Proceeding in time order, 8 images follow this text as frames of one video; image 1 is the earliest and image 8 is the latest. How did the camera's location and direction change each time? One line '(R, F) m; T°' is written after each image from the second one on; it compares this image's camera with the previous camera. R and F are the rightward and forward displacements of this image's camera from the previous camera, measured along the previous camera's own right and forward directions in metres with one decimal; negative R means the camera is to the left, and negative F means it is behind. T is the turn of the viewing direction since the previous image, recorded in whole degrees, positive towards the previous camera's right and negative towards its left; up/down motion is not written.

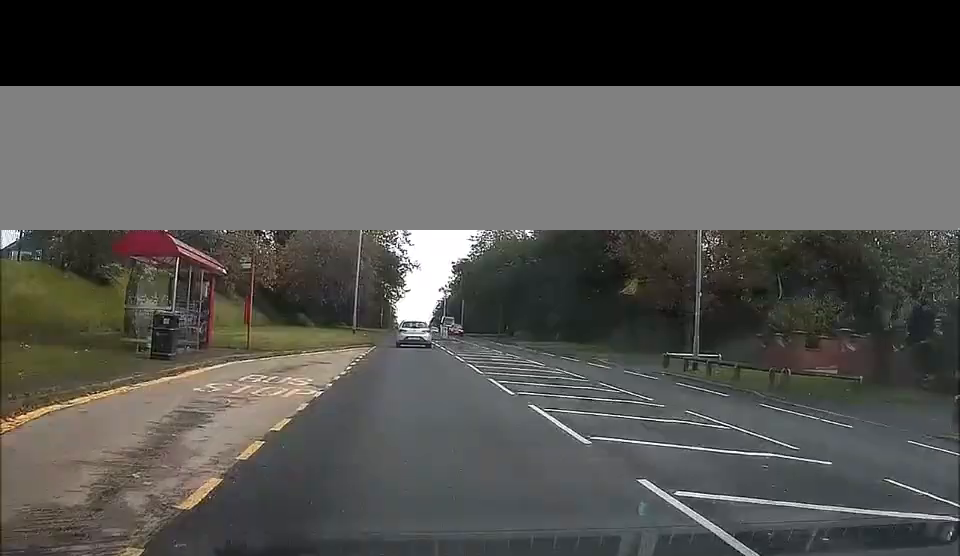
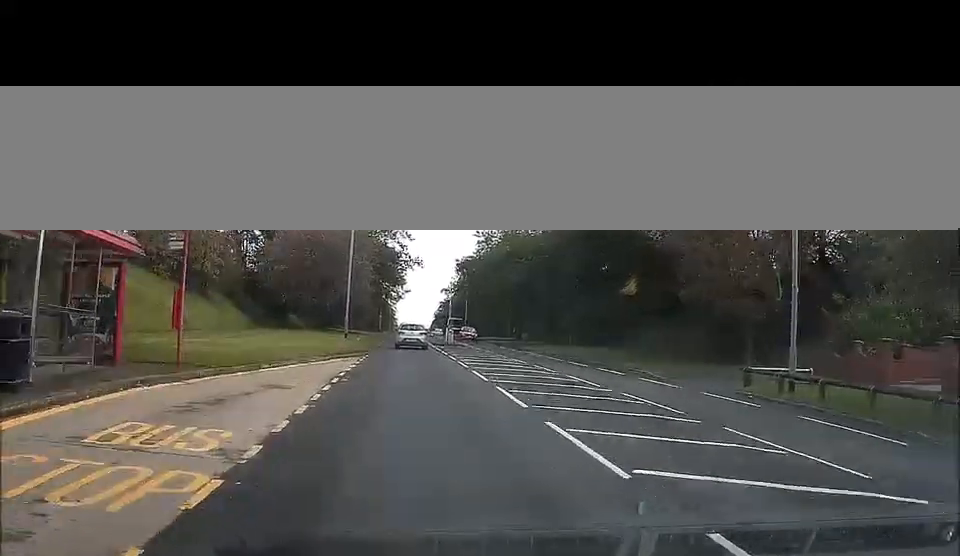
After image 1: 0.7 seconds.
(0.0, +7.9) m; 0°
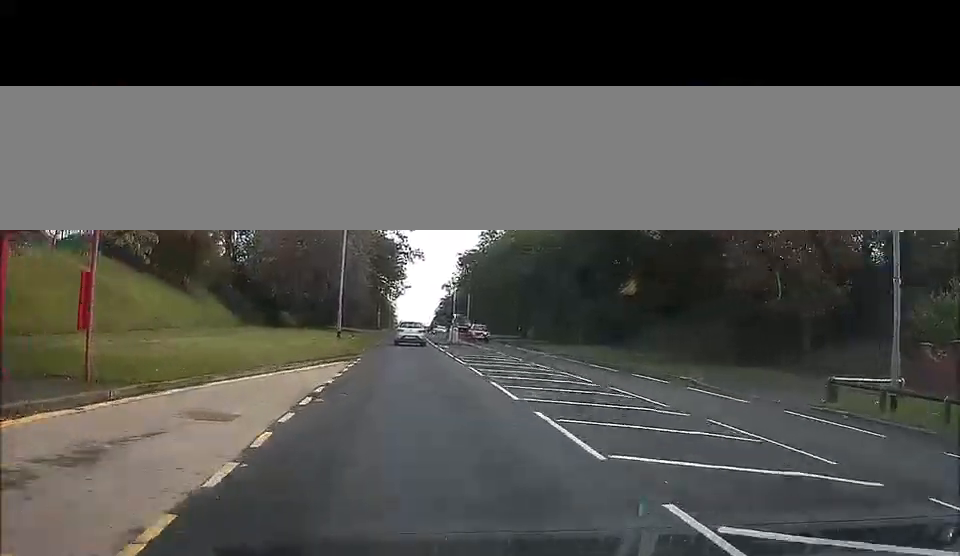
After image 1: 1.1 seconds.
(0.0, +5.2) m; 0°
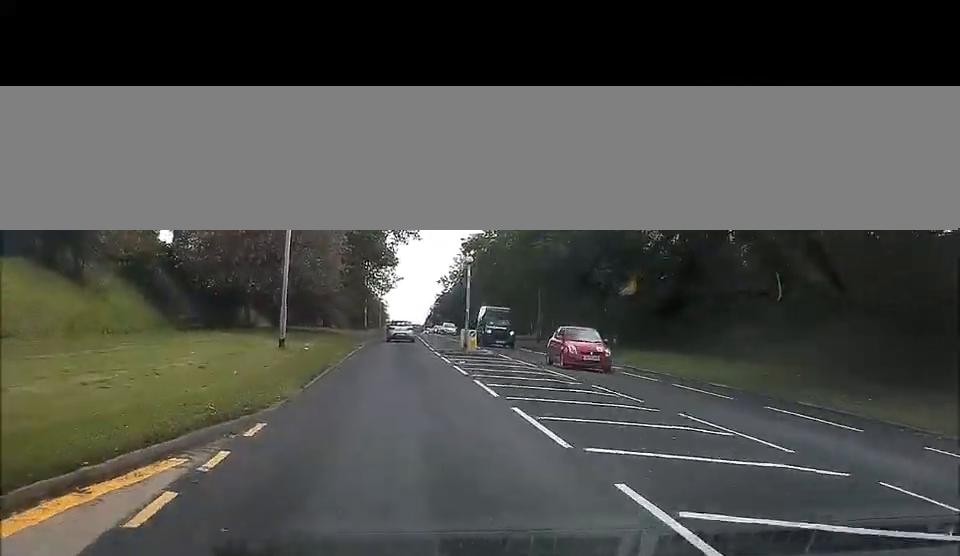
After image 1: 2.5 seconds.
(0.0, +17.2) m; +1°
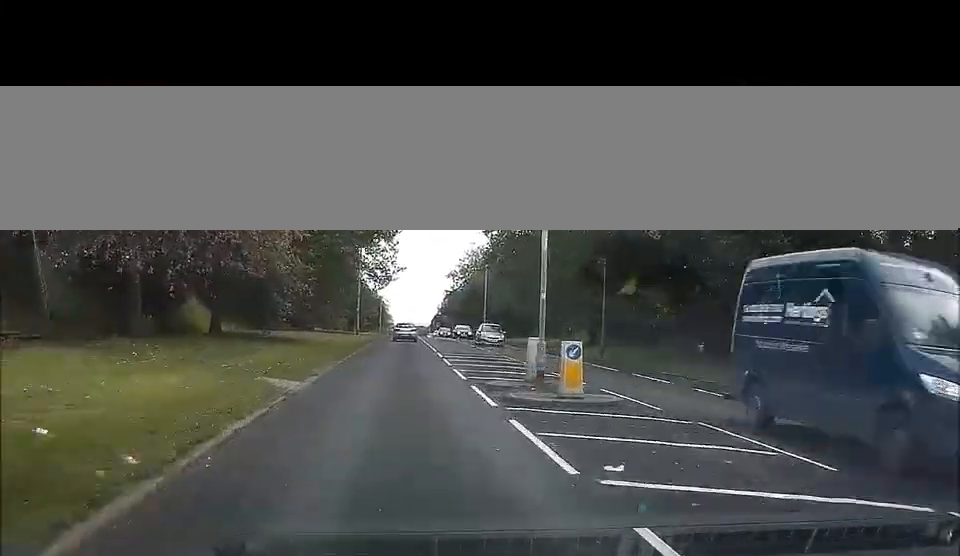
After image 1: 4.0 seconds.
(0.0, +18.9) m; 0°
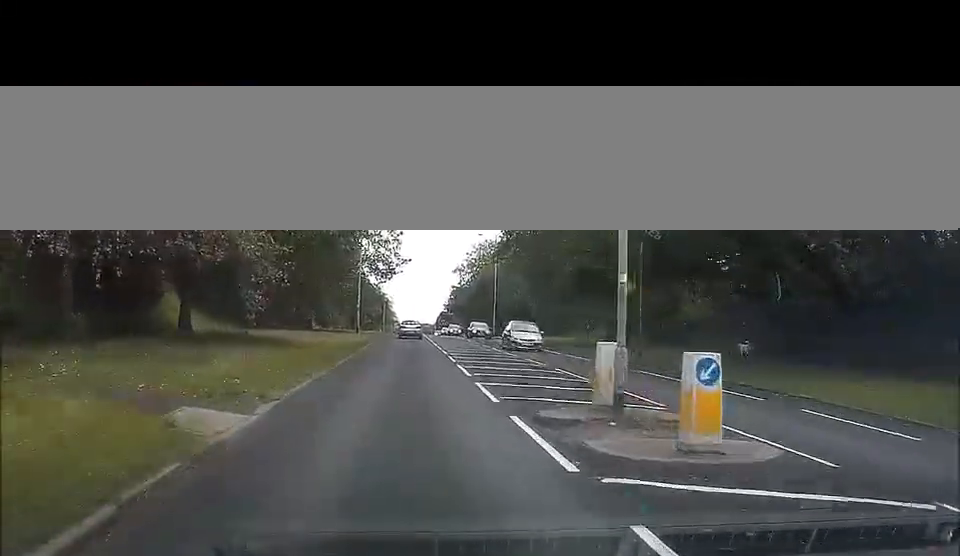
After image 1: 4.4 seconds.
(-0.1, +5.8) m; 0°
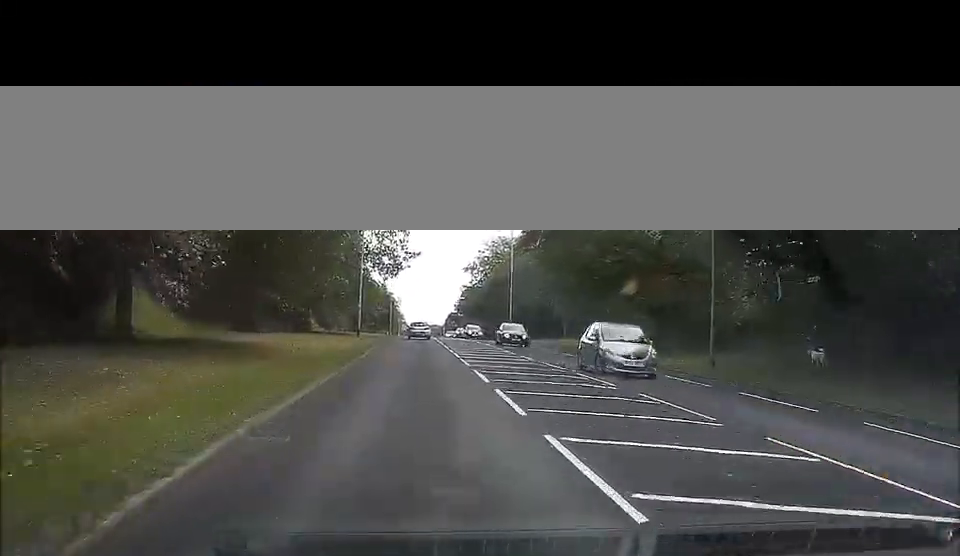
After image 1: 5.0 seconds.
(+0.1, +7.8) m; 0°
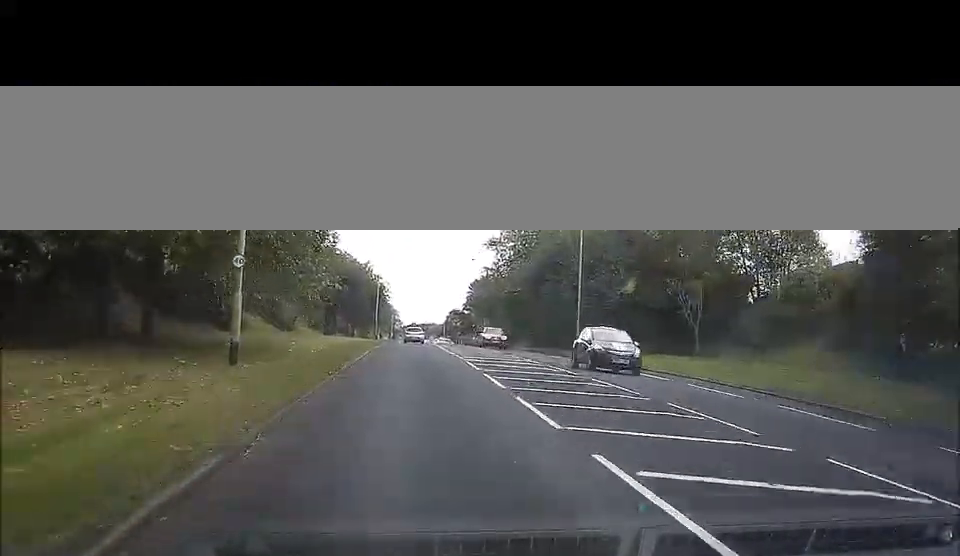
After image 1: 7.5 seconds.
(-1.3, +36.1) m; -2°
